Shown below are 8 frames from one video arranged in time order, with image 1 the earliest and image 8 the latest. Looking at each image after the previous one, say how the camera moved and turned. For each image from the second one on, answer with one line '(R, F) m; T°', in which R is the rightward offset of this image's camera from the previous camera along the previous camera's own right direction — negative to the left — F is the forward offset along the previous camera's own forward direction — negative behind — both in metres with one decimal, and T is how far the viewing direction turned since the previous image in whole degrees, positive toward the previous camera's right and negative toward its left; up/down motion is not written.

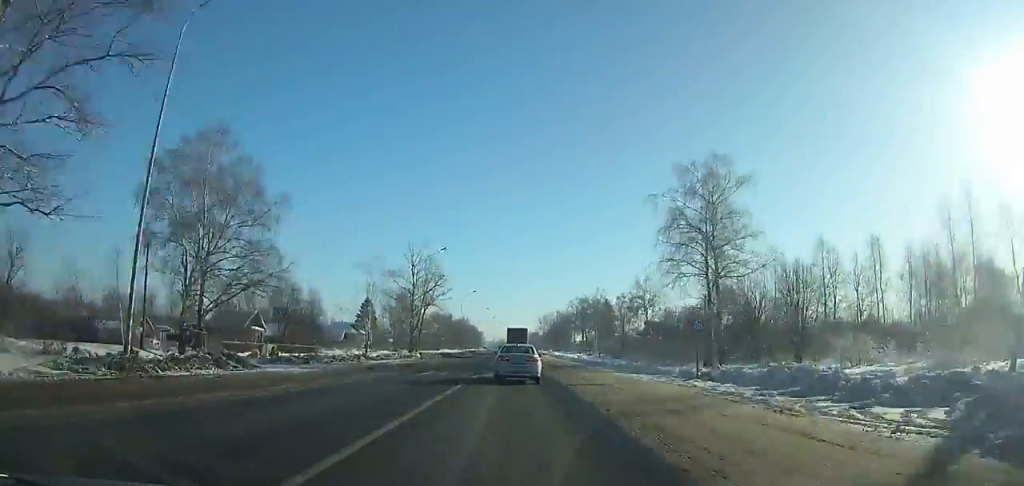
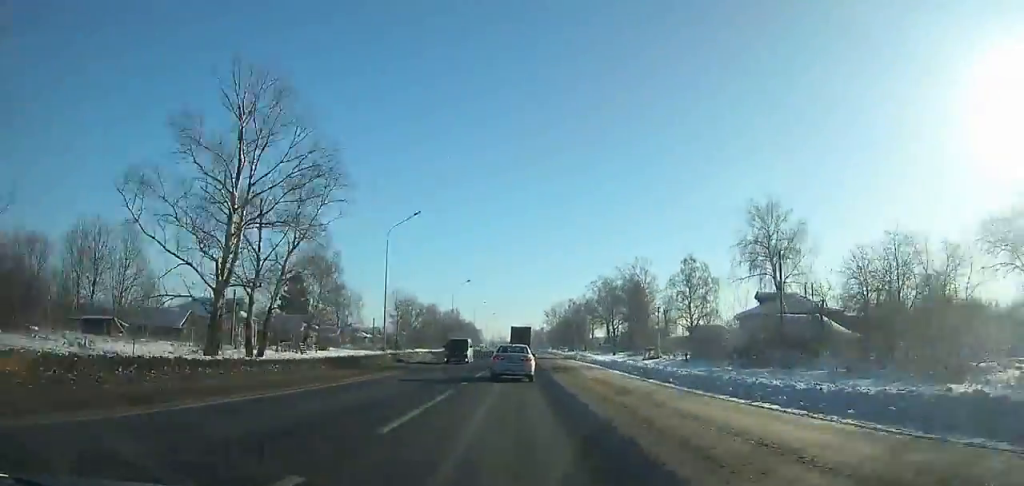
(-0.3, +59.7) m; 0°
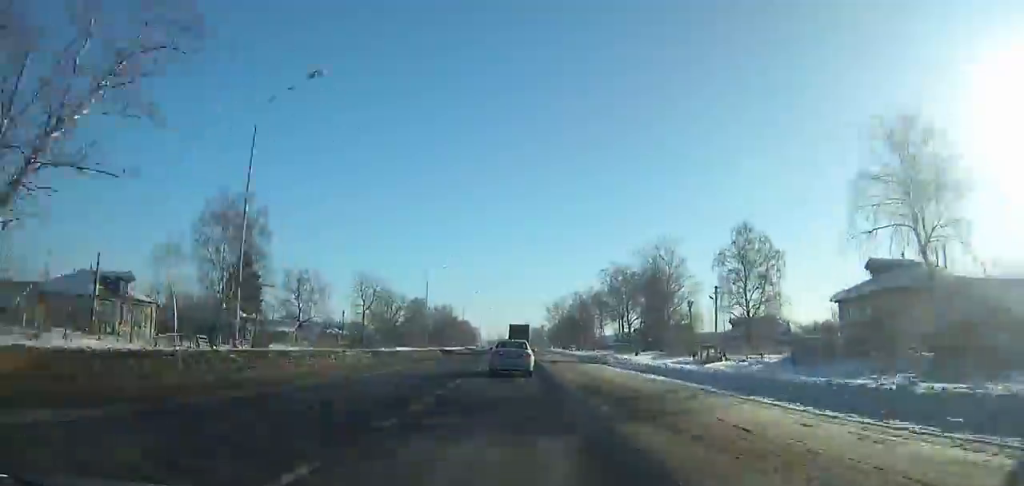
(0.0, +23.1) m; 0°
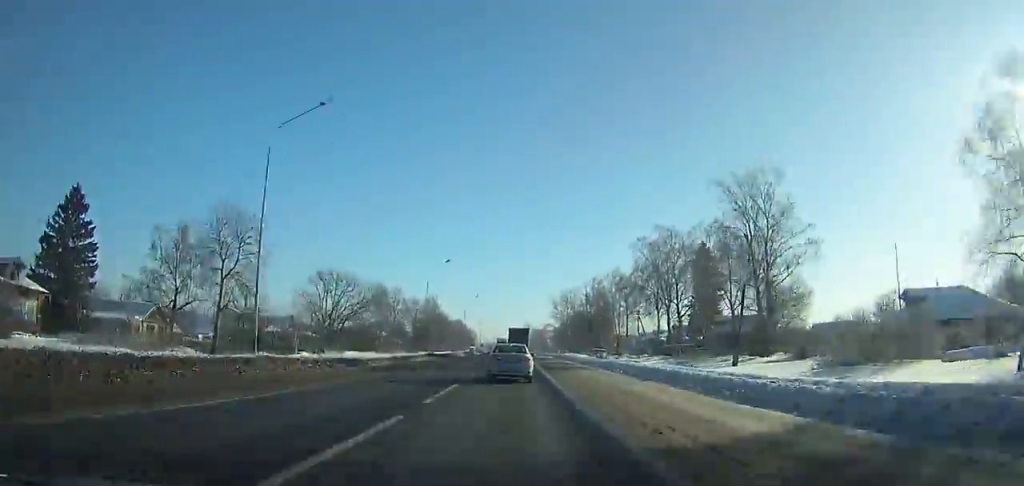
(+0.1, +42.1) m; 0°
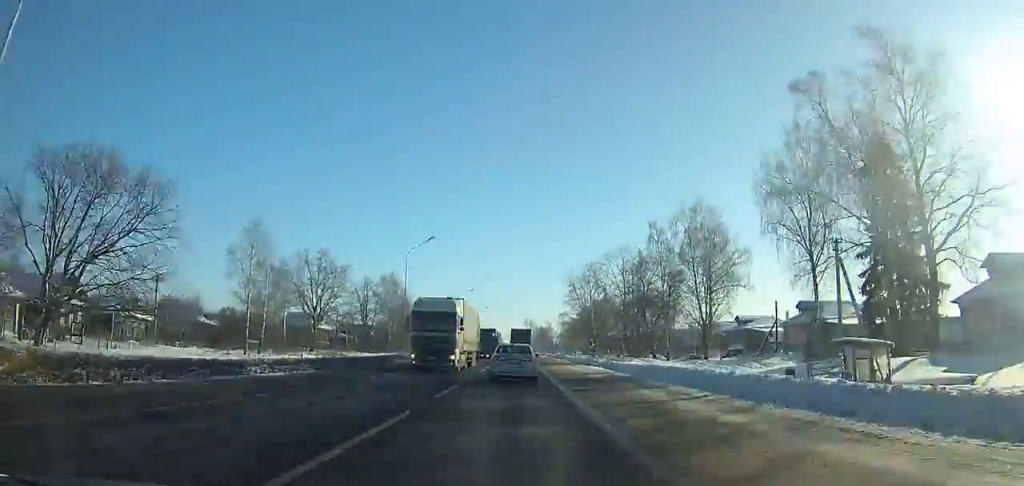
(-0.1, +58.5) m; 0°
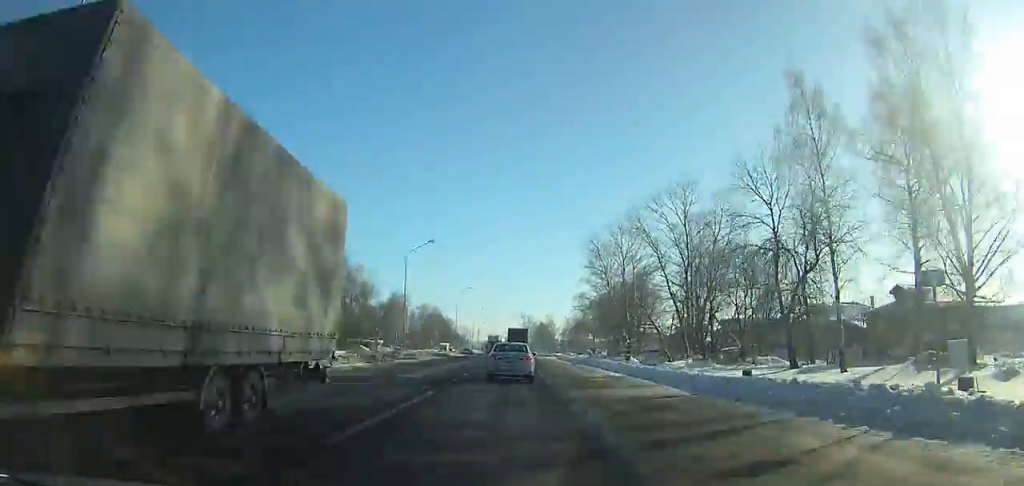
(0.0, +42.9) m; 0°
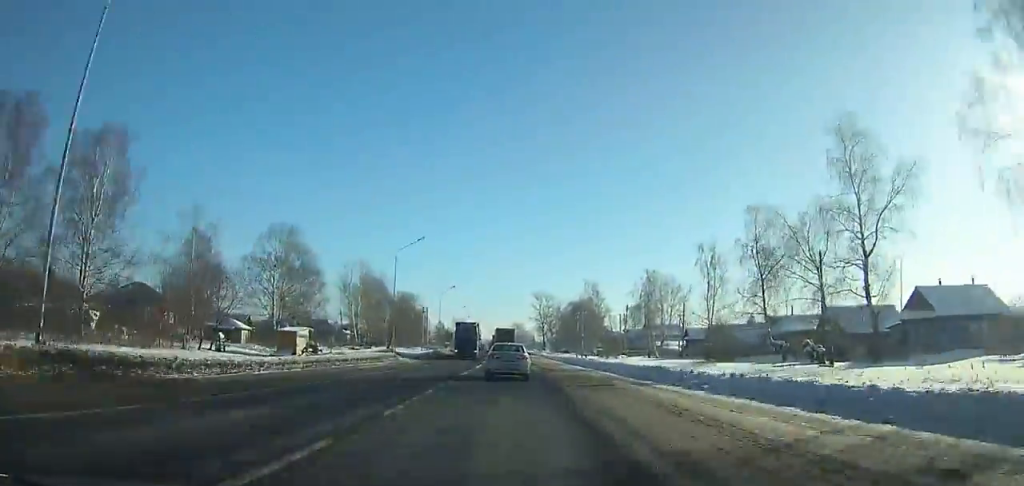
(-0.6, +134.7) m; -1°
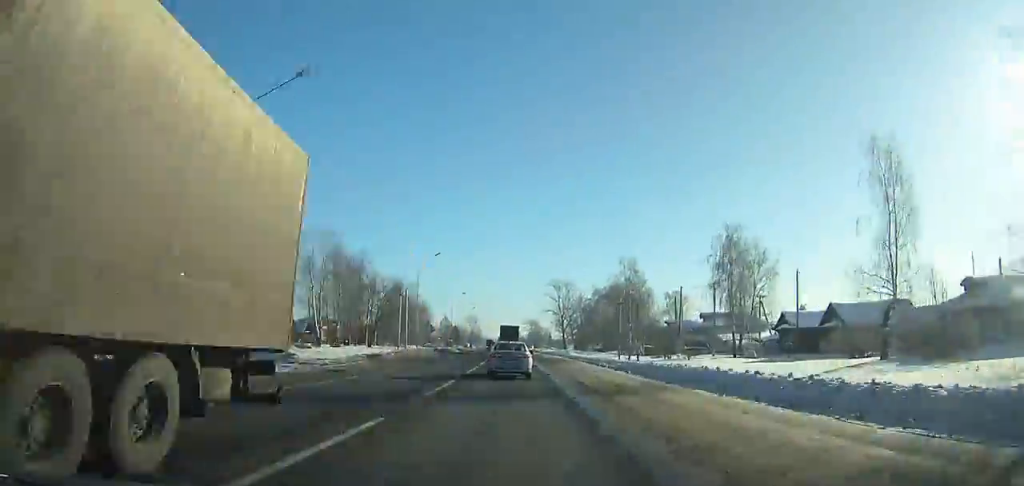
(-0.2, +33.0) m; -1°
